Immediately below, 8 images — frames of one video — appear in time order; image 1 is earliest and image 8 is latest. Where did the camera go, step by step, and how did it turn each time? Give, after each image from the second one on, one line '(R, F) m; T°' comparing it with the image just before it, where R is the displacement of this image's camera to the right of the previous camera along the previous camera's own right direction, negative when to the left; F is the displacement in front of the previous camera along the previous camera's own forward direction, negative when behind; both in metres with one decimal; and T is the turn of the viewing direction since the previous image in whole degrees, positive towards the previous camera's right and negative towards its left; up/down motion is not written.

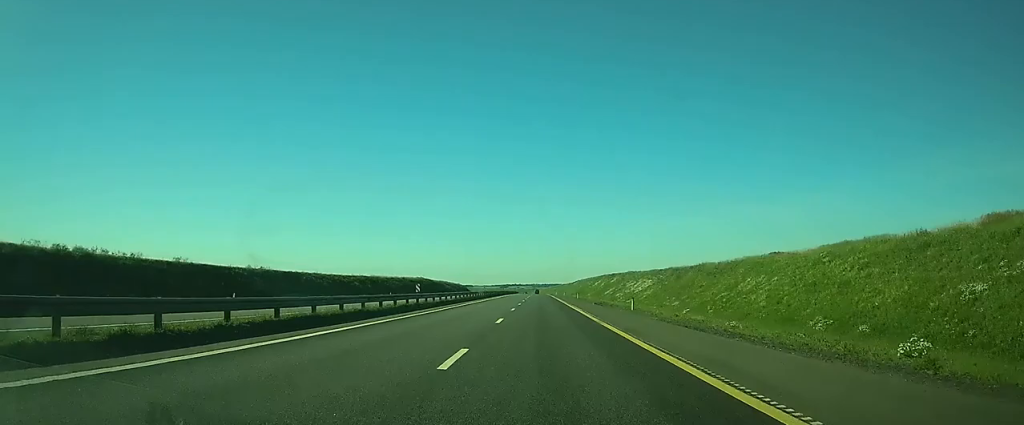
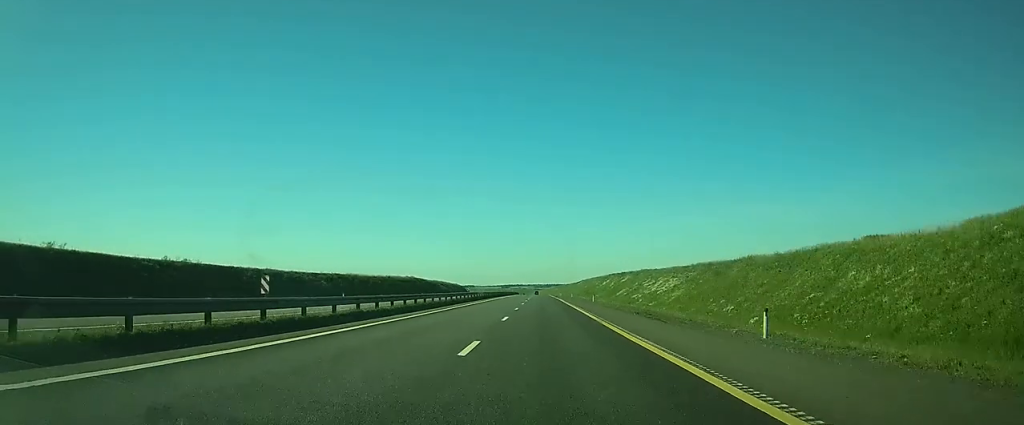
(0.0, +22.1) m; 0°
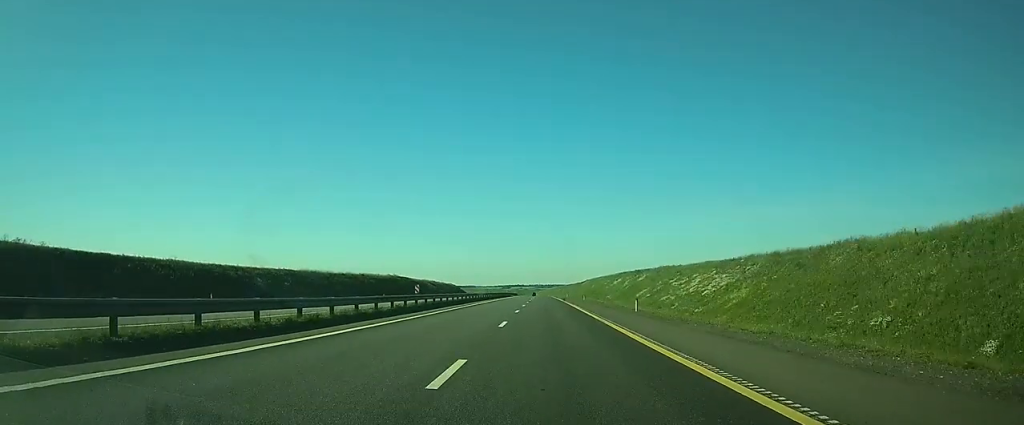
(0.0, +27.5) m; 0°
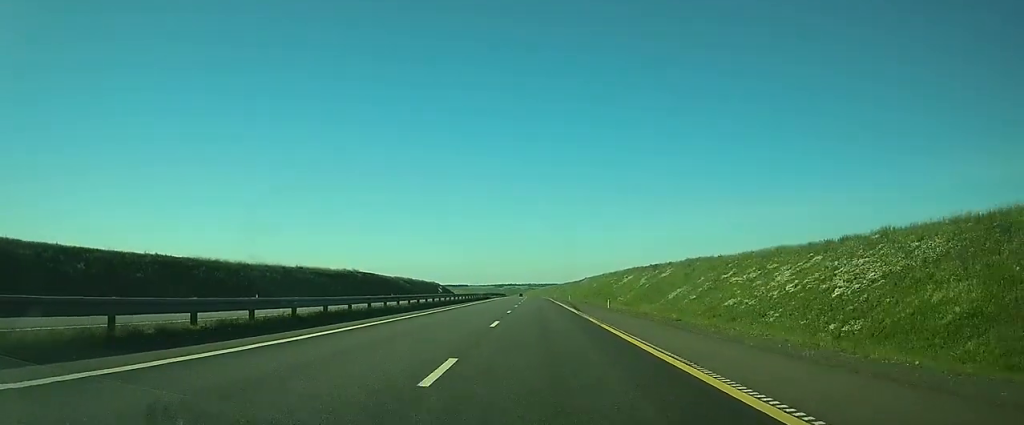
(+0.2, +35.3) m; +1°
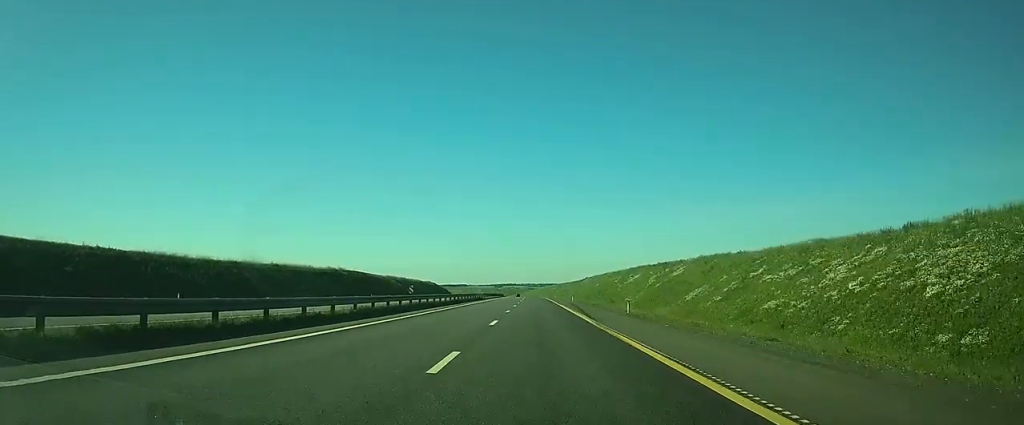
(0.0, +10.6) m; 0°
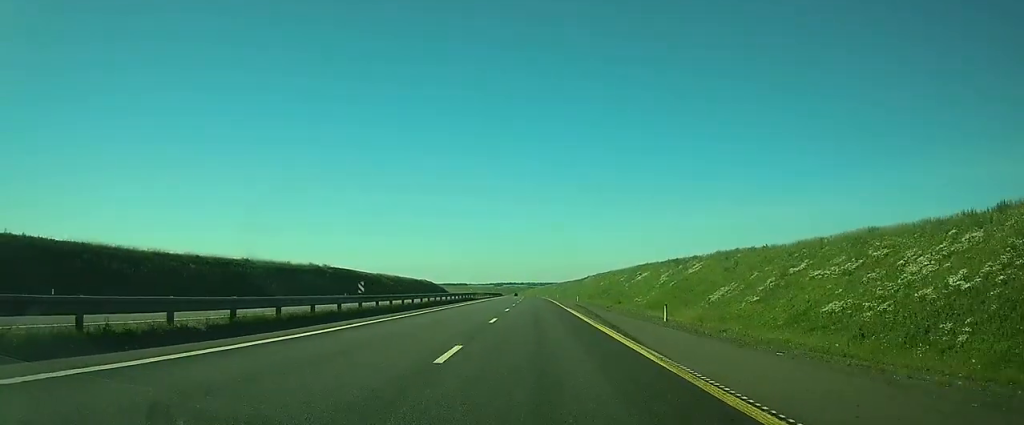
(0.0, +10.7) m; 0°
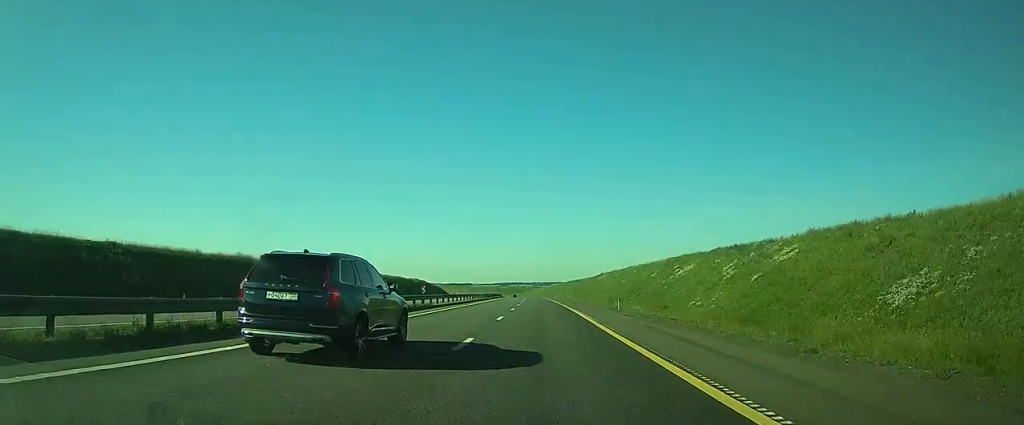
(+0.1, +33.2) m; 0°
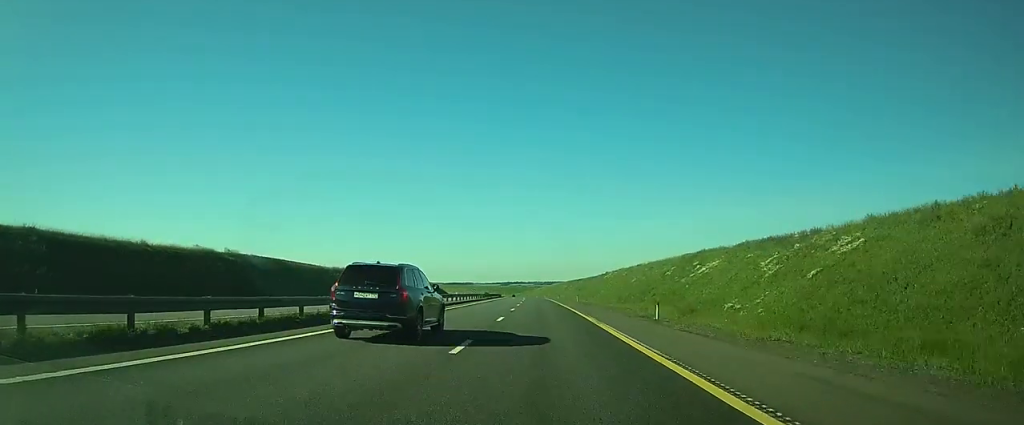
(0.0, +12.6) m; 0°
